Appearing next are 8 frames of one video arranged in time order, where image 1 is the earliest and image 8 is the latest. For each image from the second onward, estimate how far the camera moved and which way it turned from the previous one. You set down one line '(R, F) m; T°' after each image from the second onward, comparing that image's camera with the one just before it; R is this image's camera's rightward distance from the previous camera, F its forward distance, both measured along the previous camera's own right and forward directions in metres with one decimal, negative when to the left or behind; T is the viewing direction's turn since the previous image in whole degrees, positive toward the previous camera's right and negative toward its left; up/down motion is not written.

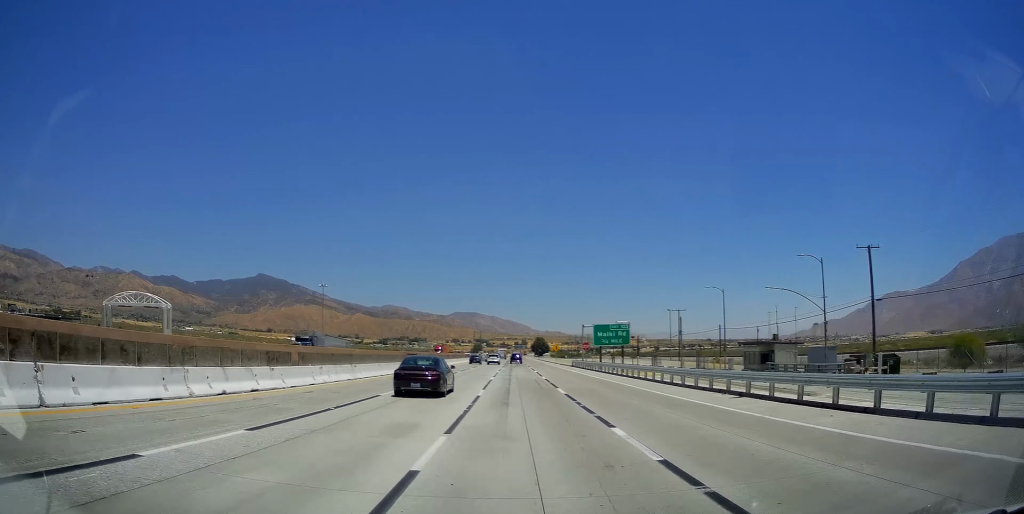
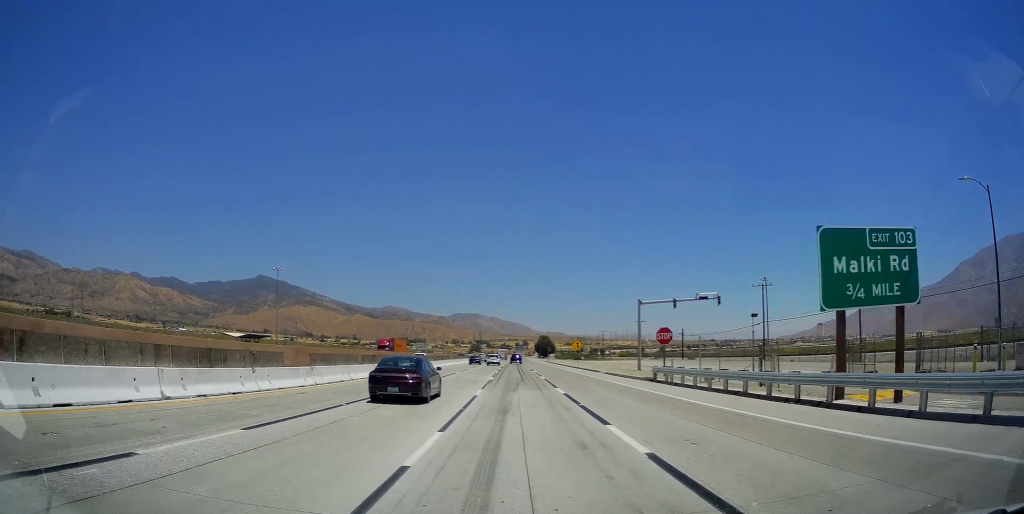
(-0.4, +41.5) m; 0°
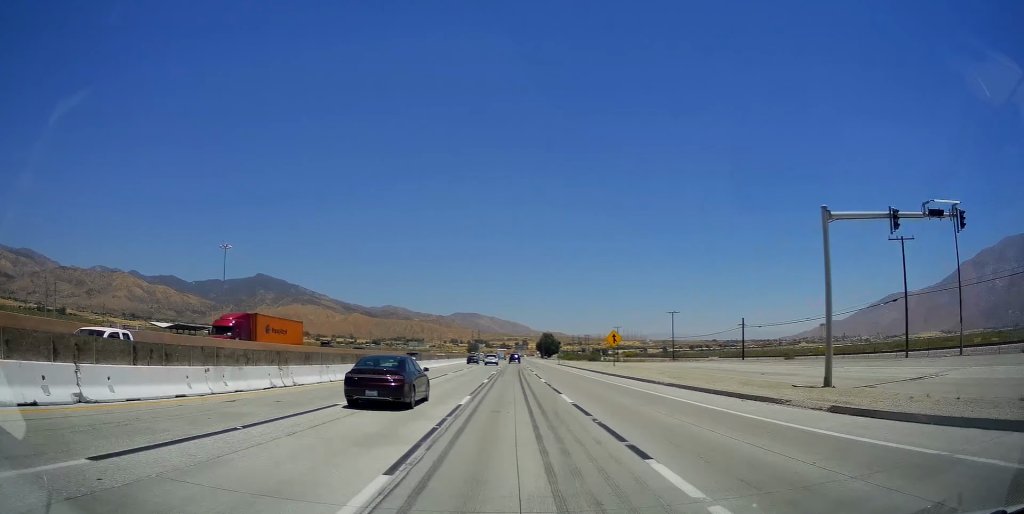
(+0.4, +32.8) m; 0°
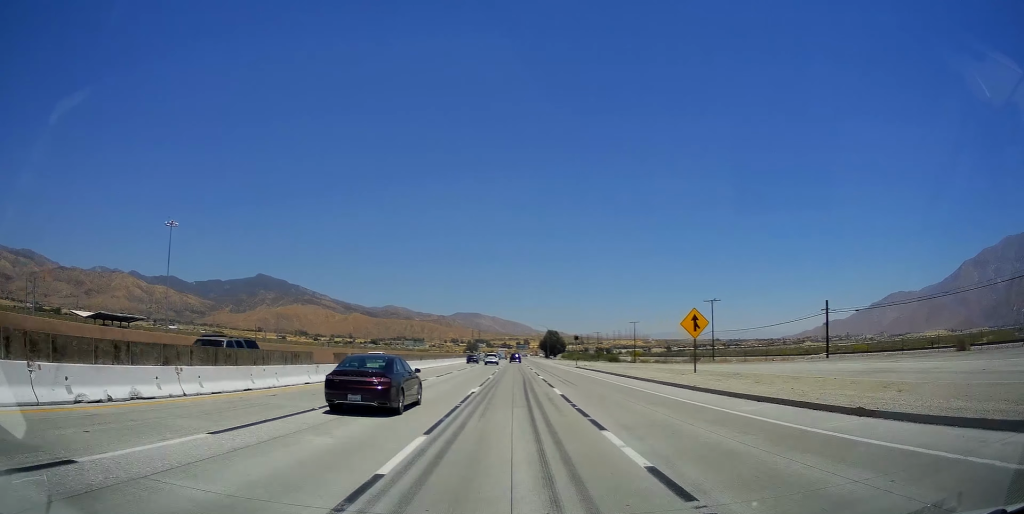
(-0.1, +27.5) m; 0°
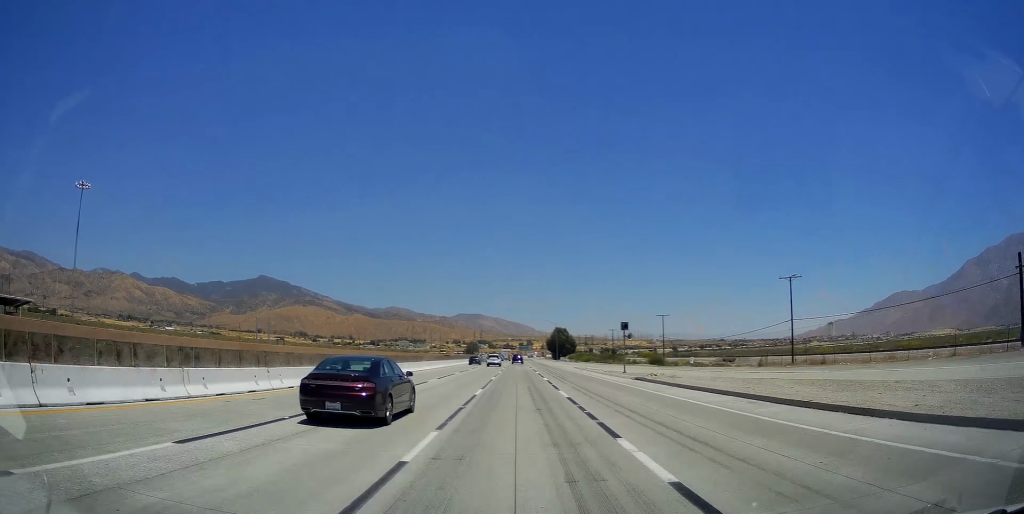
(-0.1, +30.0) m; 0°
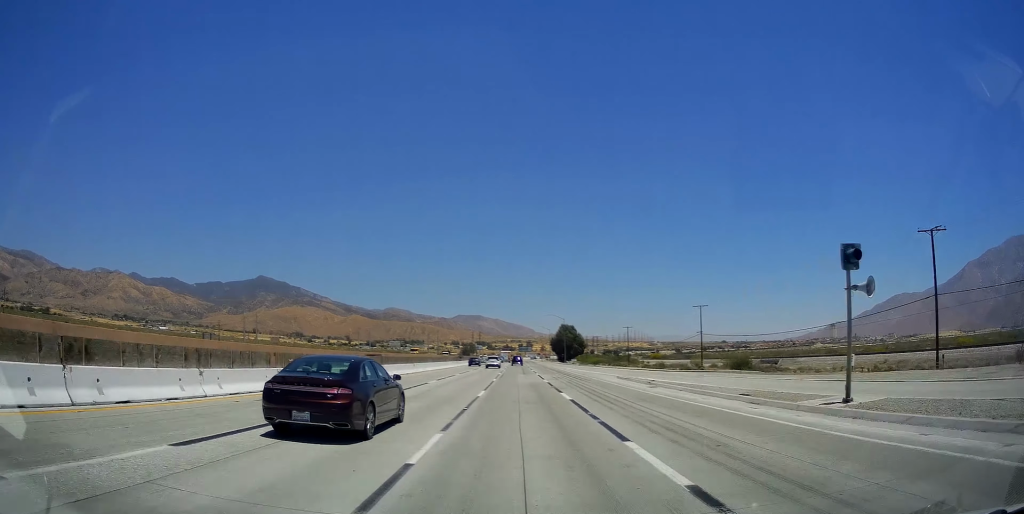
(+0.2, +28.4) m; 0°
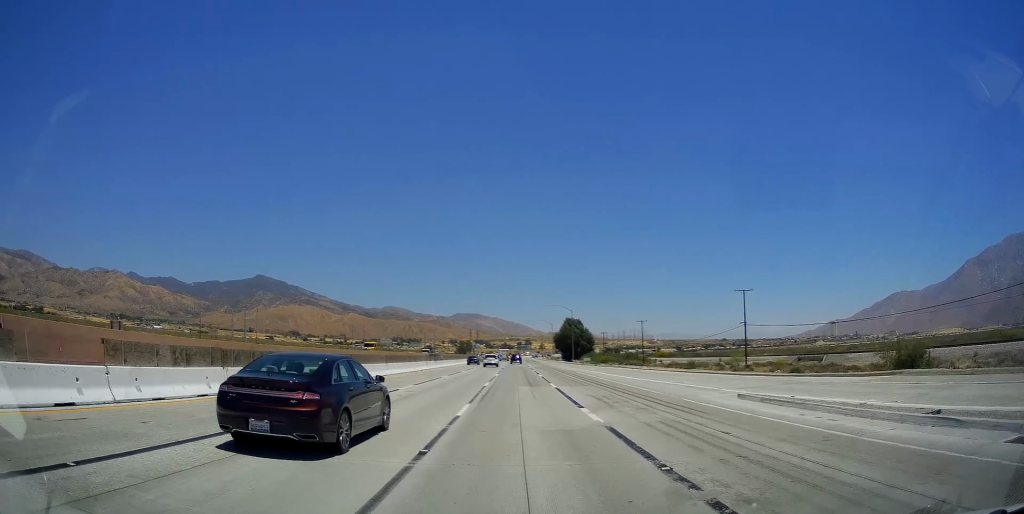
(-0.2, +21.0) m; 0°
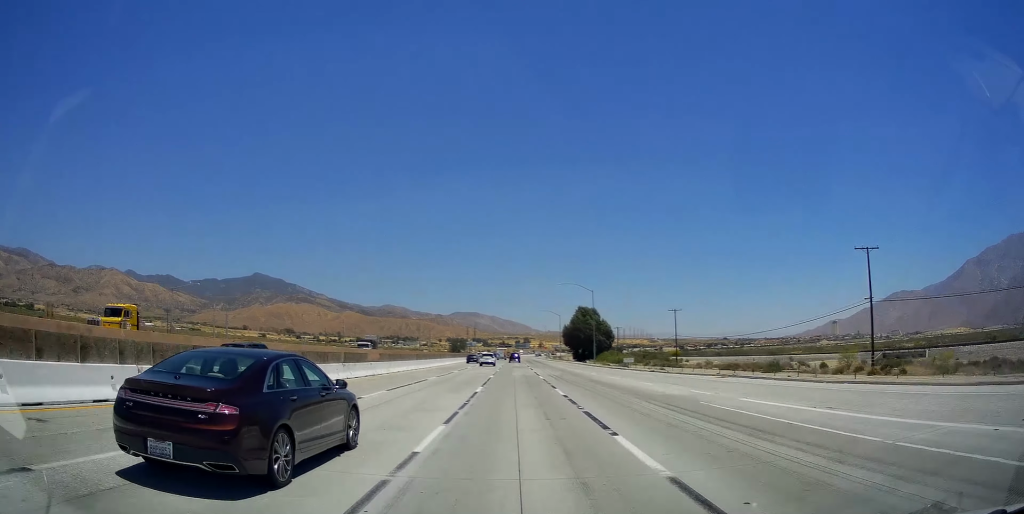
(-0.1, +32.7) m; 0°
